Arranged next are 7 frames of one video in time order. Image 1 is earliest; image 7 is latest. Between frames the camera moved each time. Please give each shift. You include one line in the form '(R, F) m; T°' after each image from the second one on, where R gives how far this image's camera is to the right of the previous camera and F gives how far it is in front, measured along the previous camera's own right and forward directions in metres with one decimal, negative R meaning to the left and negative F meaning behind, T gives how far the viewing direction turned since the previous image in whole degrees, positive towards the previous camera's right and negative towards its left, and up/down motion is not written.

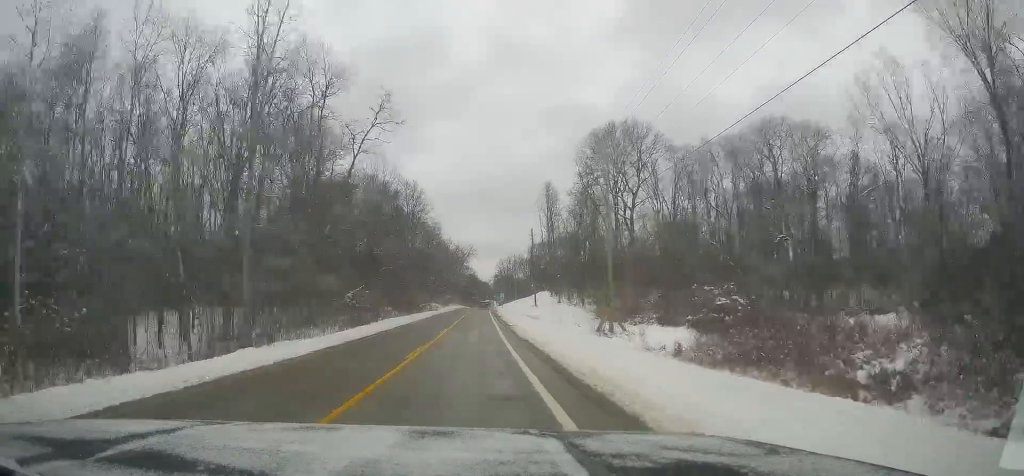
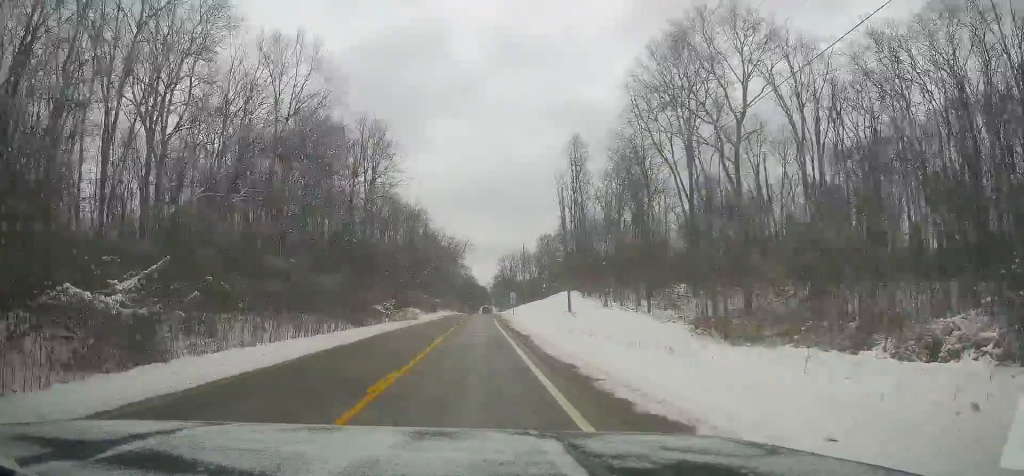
(+0.3, +37.1) m; 0°
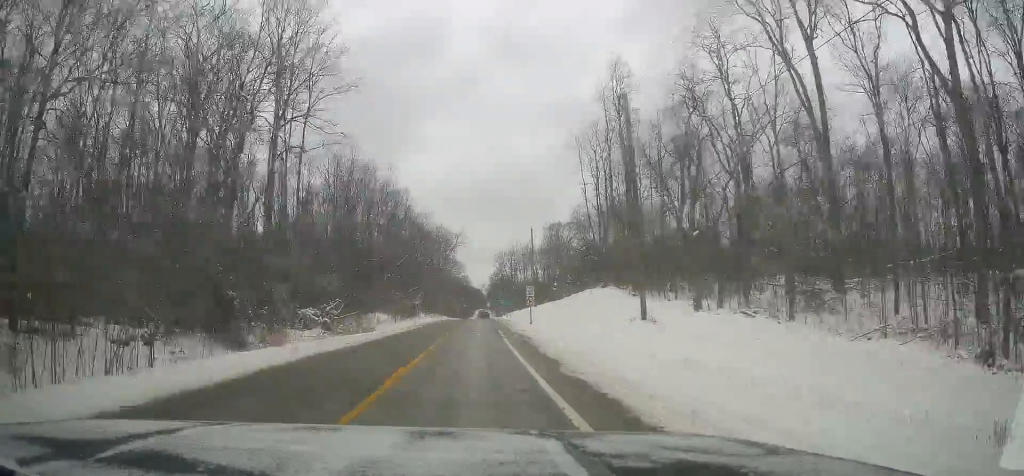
(0.0, +28.0) m; 0°
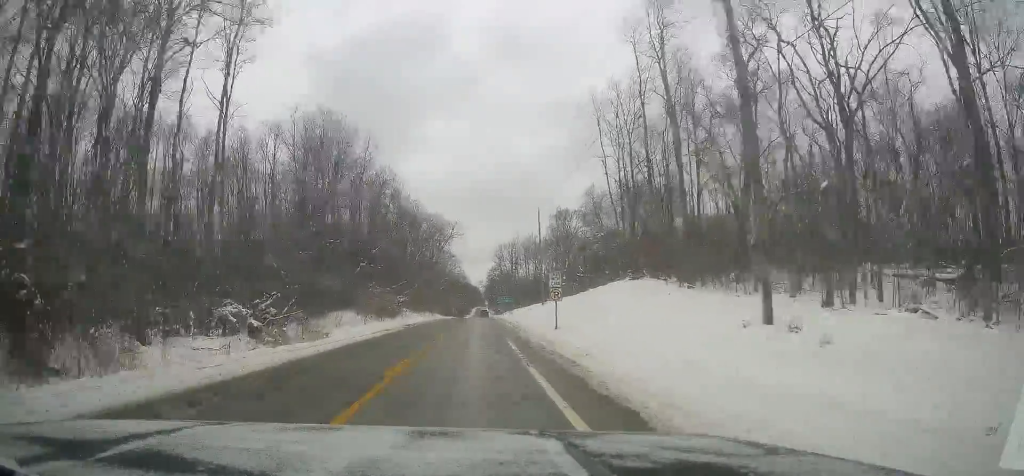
(-0.1, +14.5) m; 0°
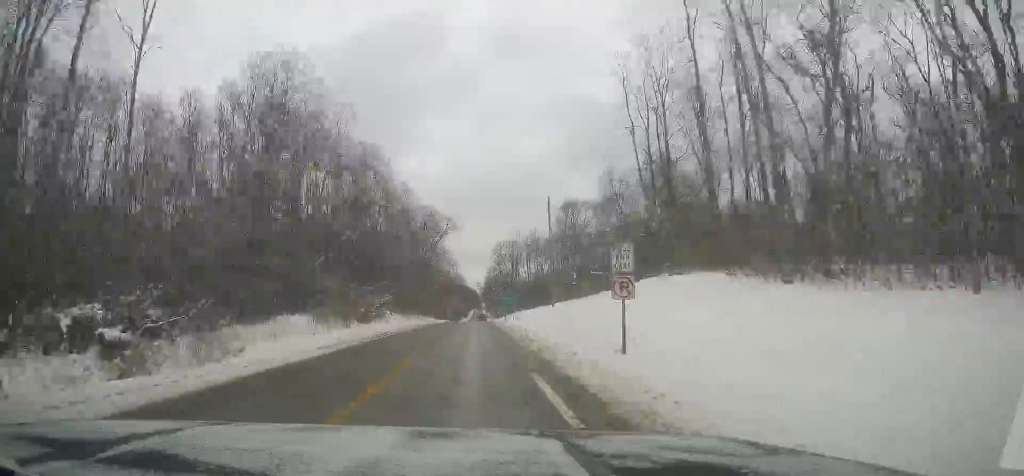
(-0.1, +13.2) m; -1°
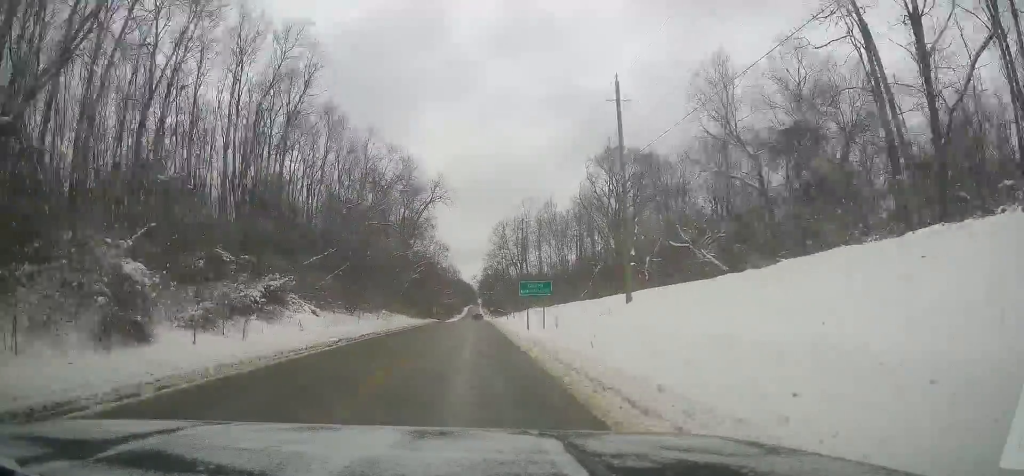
(+0.4, +33.7) m; +2°
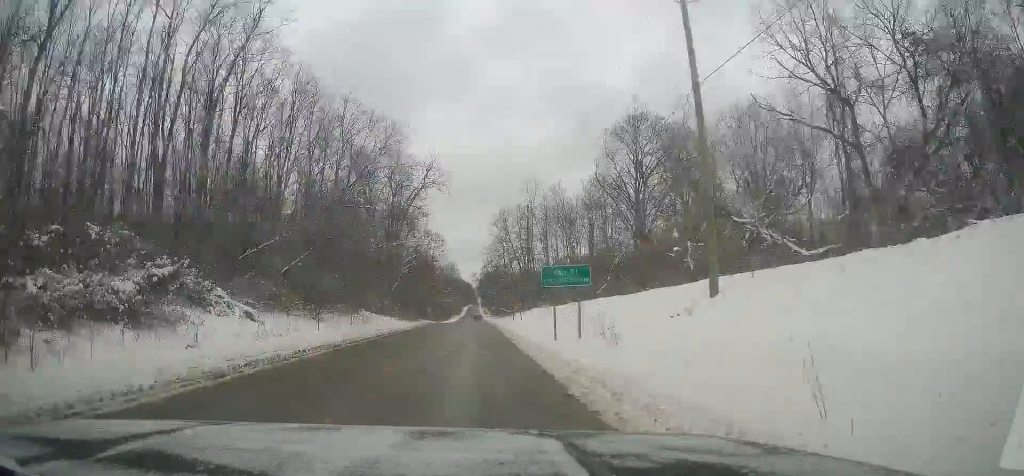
(+0.1, +11.7) m; +1°
